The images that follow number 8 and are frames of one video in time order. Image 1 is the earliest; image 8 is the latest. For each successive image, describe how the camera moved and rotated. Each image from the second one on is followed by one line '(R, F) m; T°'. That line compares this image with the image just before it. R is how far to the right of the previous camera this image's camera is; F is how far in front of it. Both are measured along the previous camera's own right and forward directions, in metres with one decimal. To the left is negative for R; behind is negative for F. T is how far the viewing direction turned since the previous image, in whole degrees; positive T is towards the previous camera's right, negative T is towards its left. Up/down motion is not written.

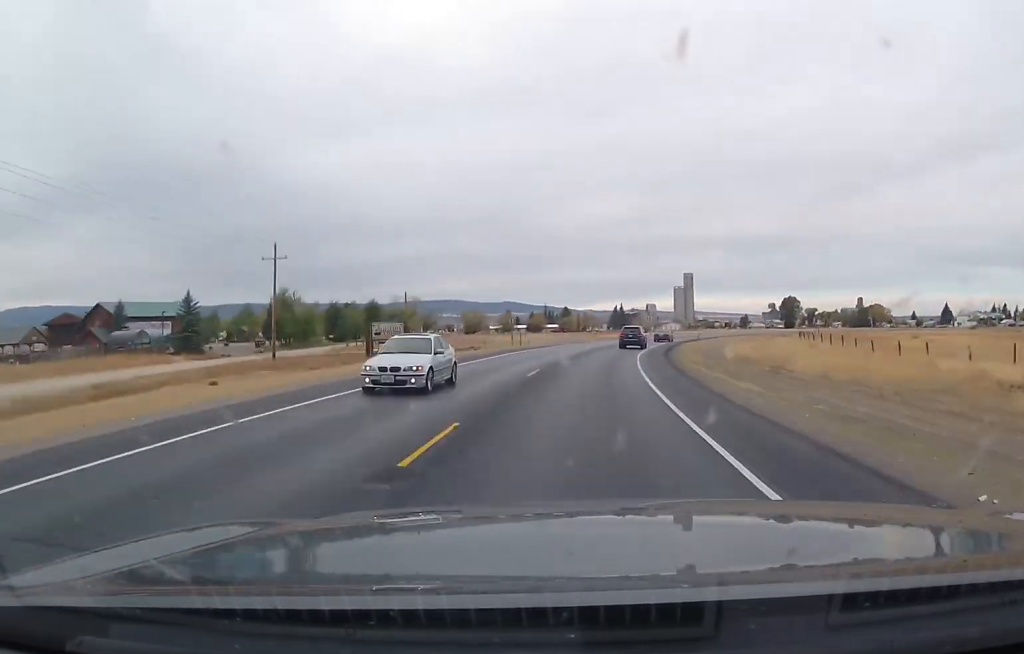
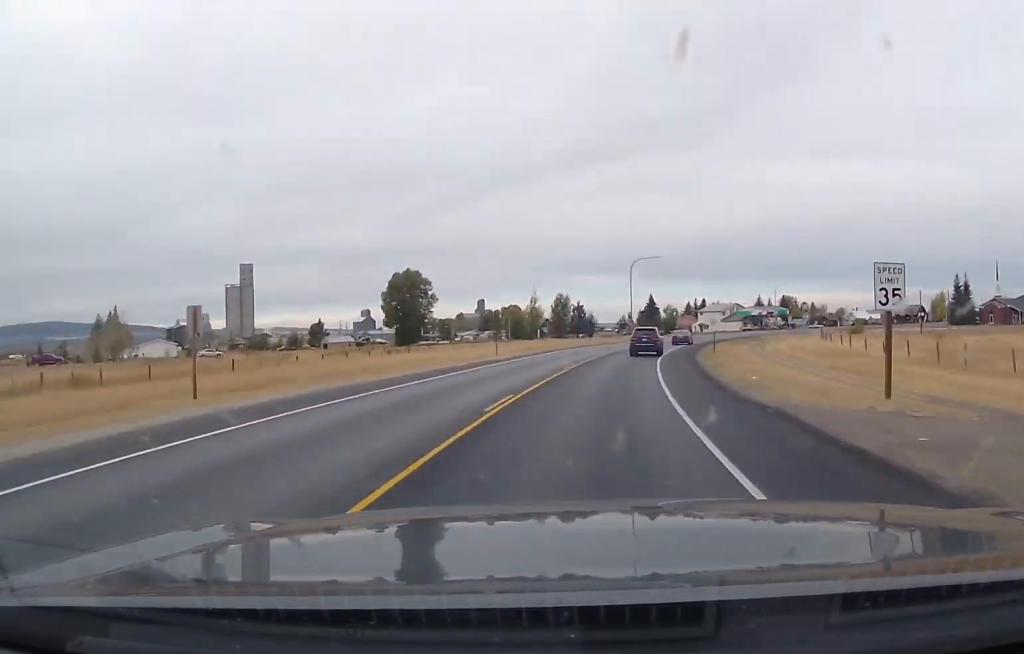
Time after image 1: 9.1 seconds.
(+36.6, +161.4) m; +30°
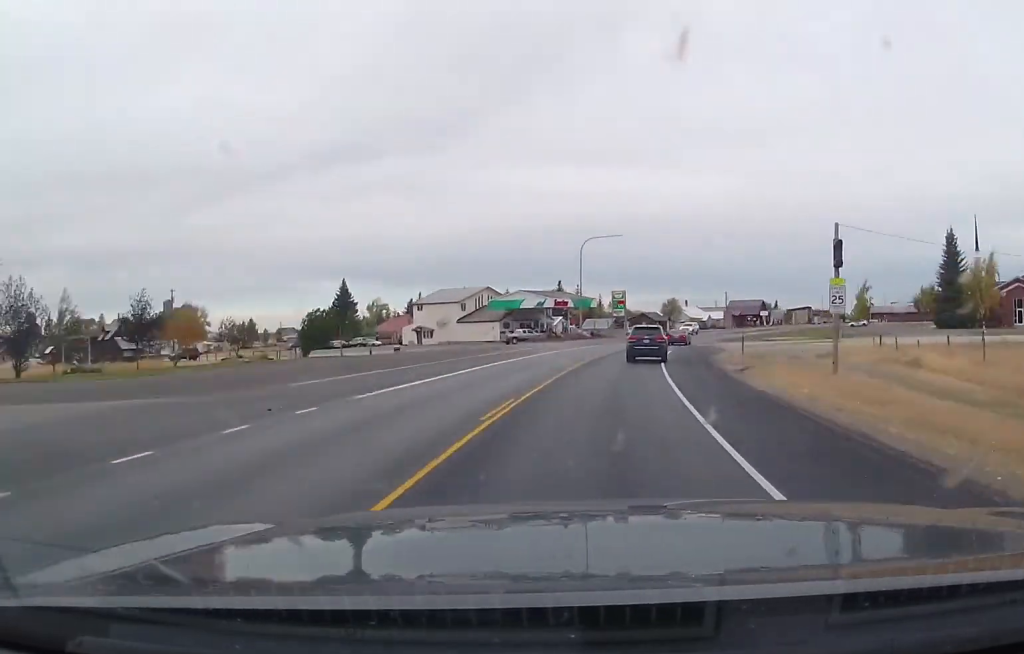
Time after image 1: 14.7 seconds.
(+17.6, +95.2) m; +18°
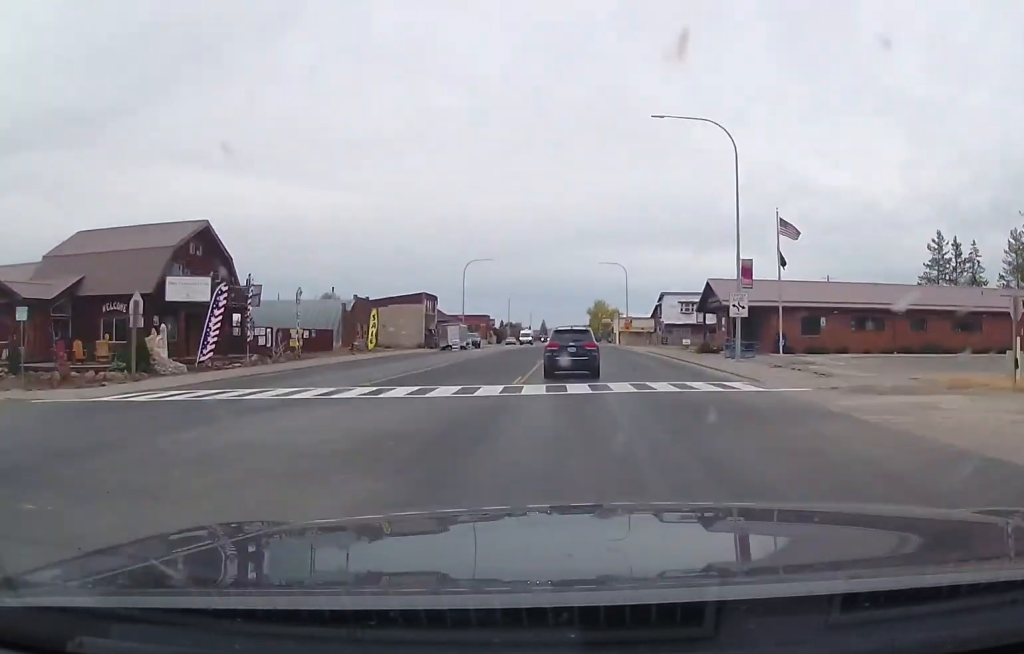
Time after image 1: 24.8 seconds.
(+37.5, +153.2) m; +18°
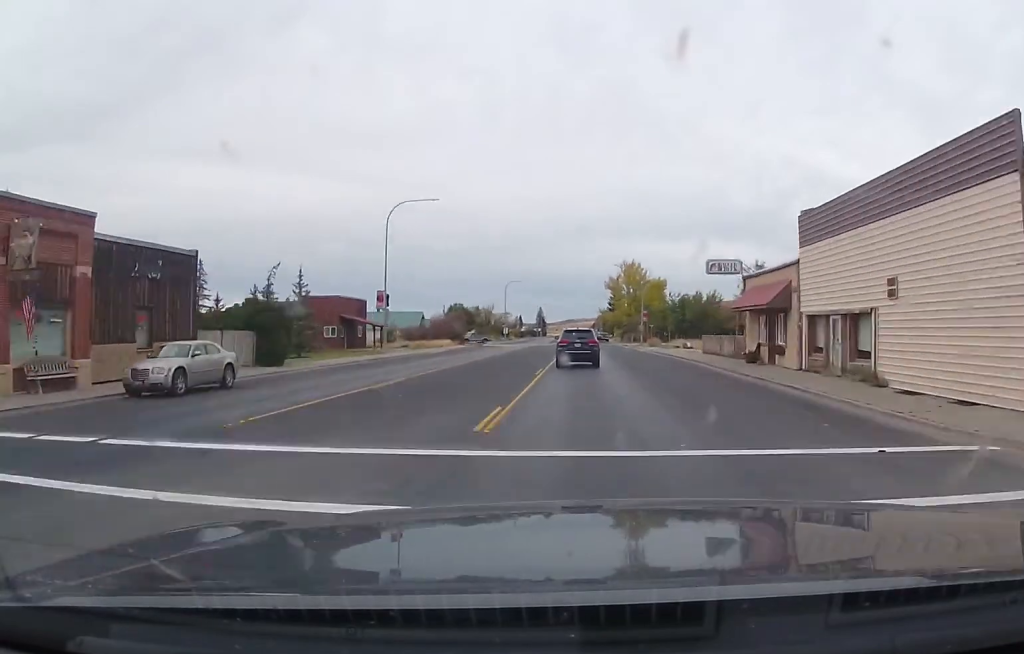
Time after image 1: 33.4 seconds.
(+5.1, +126.2) m; +2°
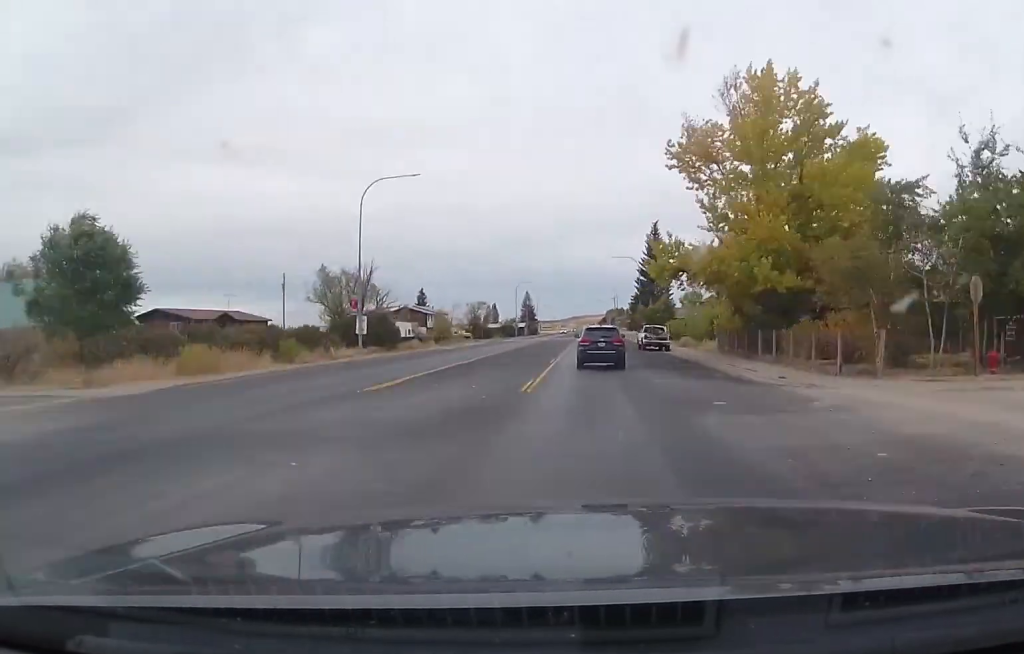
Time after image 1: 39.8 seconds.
(-0.2, +99.8) m; 0°
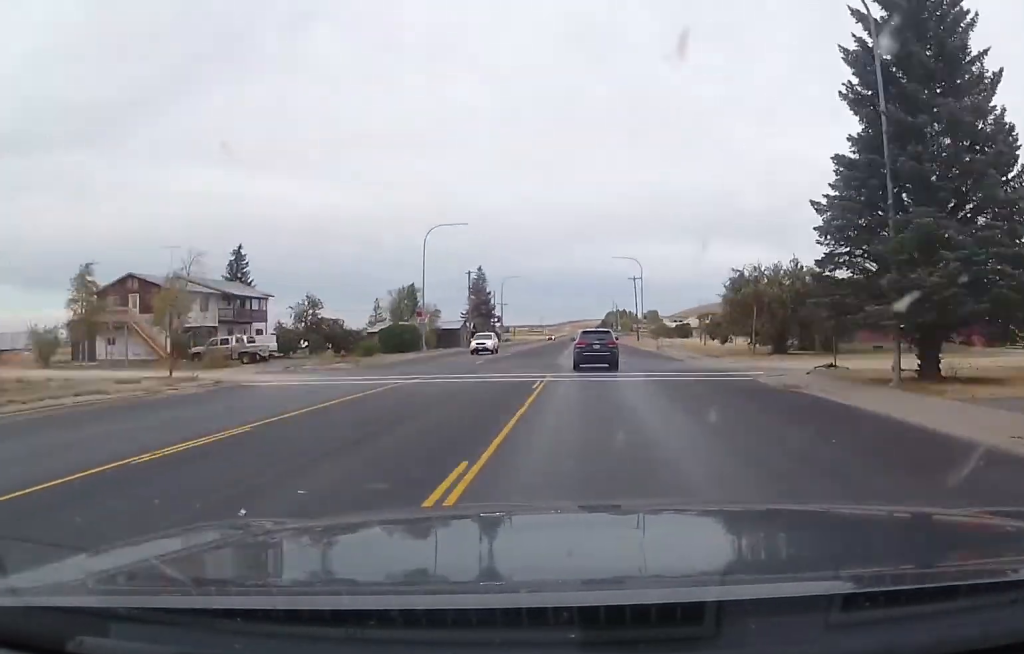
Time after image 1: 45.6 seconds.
(0.0, +95.2) m; 0°
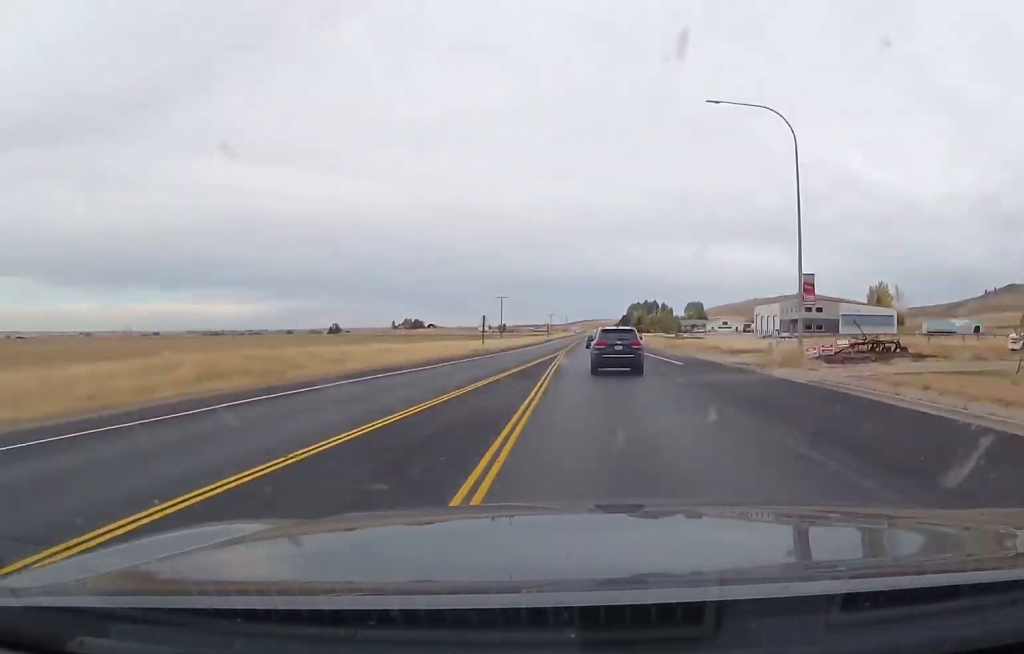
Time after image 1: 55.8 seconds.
(-0.7, +182.4) m; 0°
